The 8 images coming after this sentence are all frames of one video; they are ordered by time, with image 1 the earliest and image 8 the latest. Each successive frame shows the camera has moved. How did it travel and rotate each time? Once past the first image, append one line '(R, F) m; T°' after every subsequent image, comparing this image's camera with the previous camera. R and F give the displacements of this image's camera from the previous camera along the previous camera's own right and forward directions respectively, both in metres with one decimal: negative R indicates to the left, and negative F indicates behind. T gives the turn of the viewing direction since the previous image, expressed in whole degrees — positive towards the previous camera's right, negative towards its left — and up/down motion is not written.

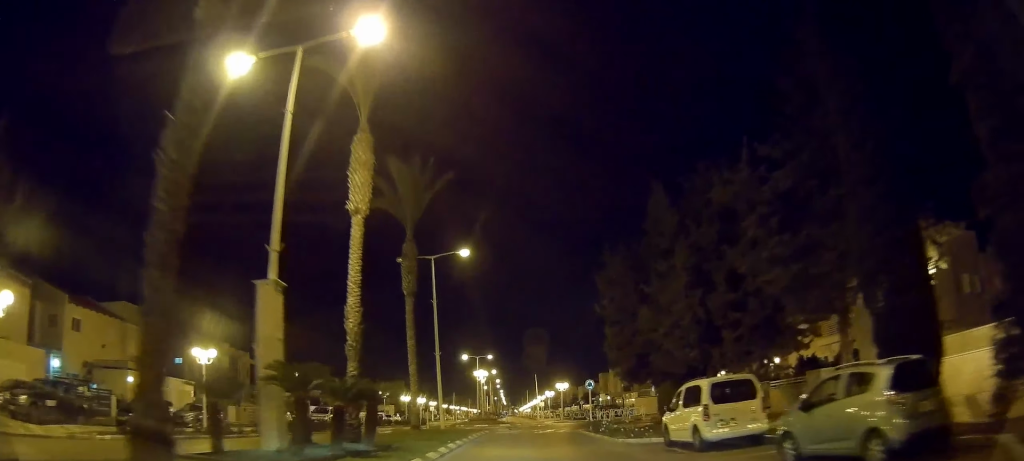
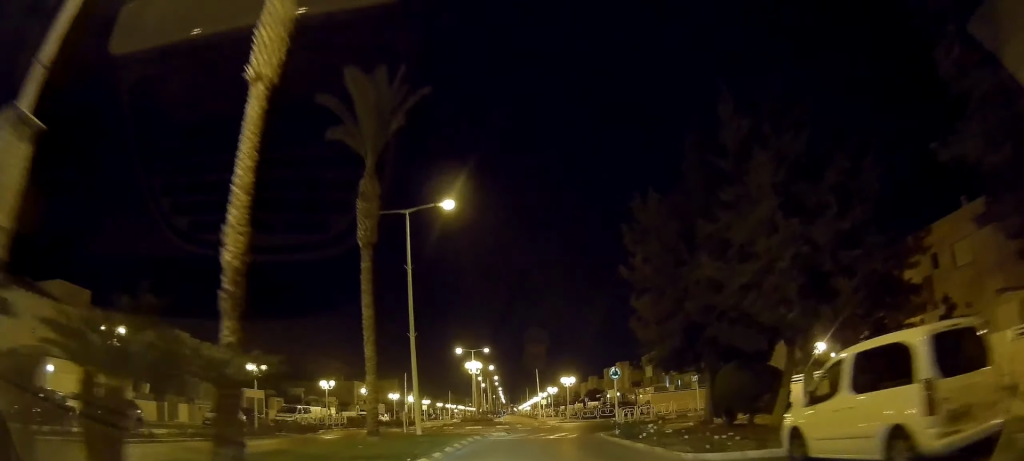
(+0.1, +8.2) m; +1°
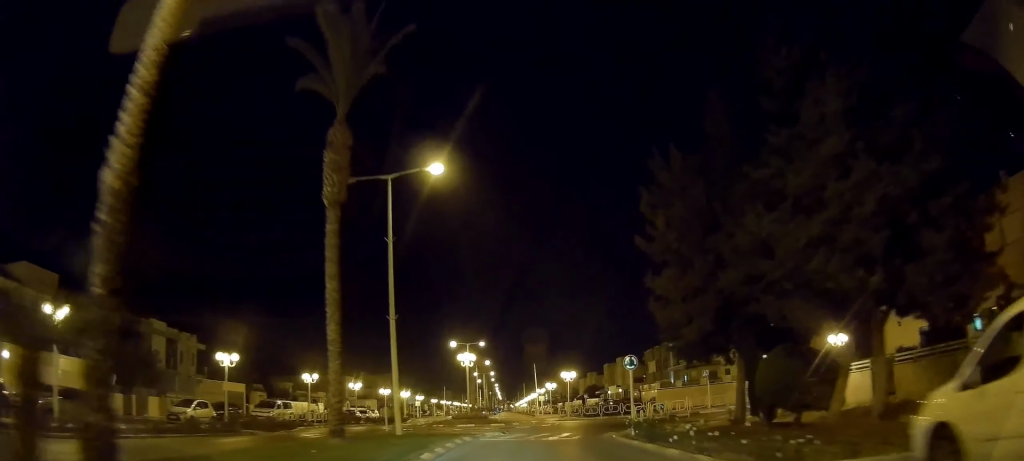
(0.0, +3.8) m; 0°
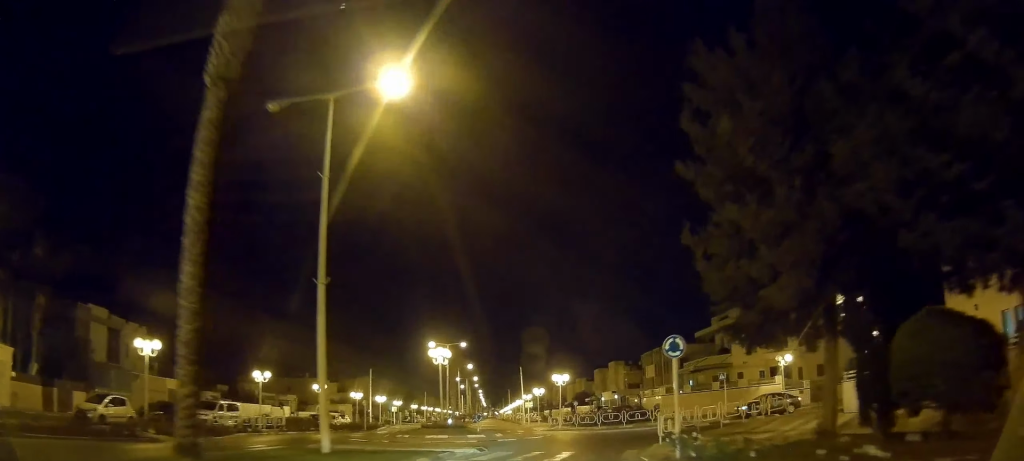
(+0.1, +7.1) m; +1°
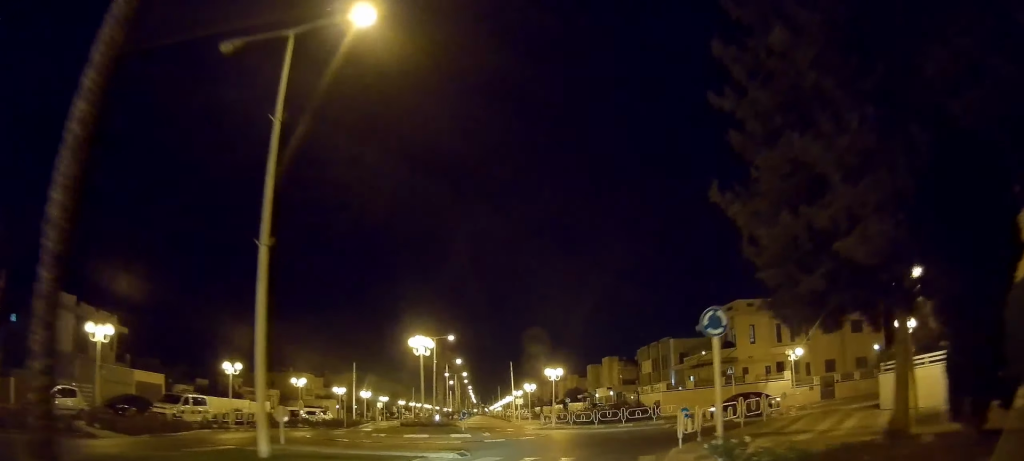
(0.0, +3.3) m; +1°
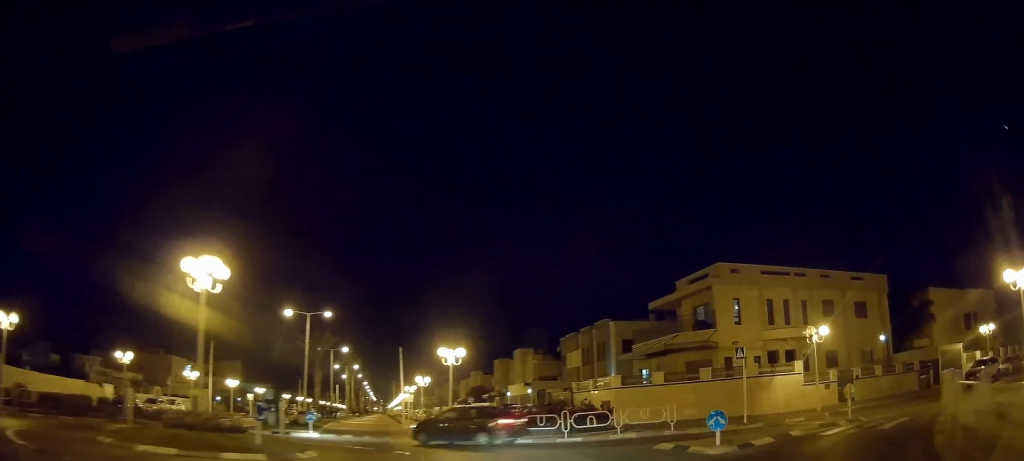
(+0.8, +15.1) m; +6°
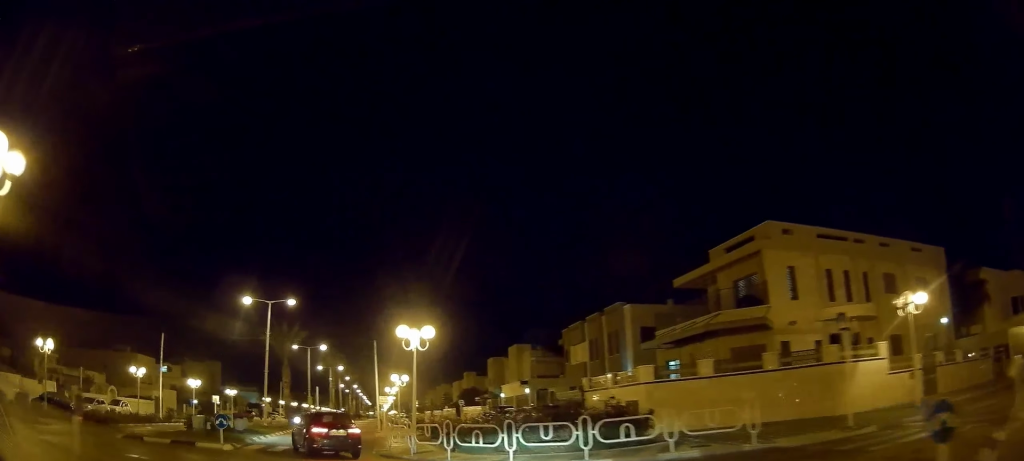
(0.0, +8.7) m; -2°
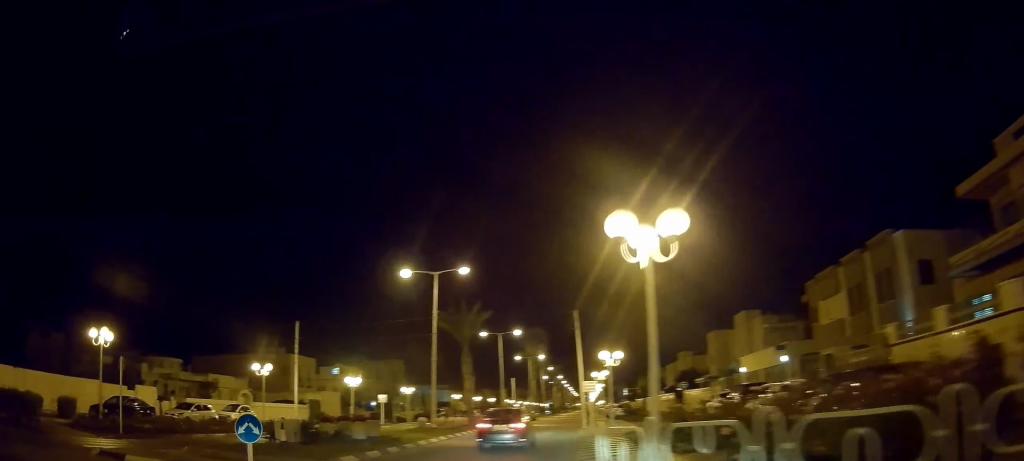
(-0.7, +10.5) m; -10°
